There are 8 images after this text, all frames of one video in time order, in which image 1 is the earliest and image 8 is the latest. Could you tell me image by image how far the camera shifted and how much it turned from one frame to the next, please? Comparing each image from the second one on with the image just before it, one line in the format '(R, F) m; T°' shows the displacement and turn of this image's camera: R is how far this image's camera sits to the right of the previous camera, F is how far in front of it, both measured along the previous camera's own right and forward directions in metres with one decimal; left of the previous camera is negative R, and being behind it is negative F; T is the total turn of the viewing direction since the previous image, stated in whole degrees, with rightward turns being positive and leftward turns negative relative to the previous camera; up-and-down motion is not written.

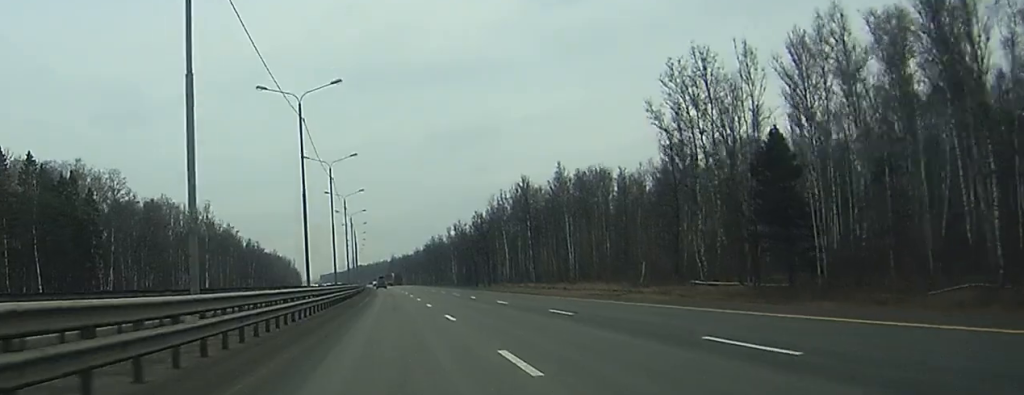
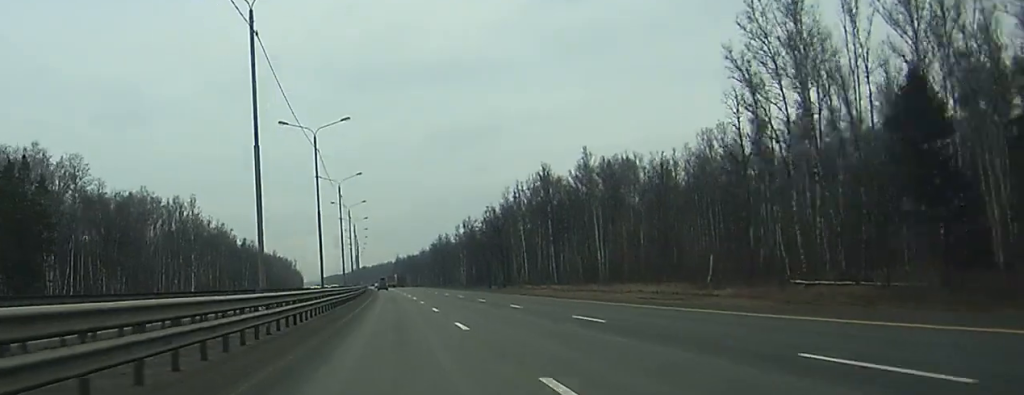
(-0.1, +20.7) m; 0°
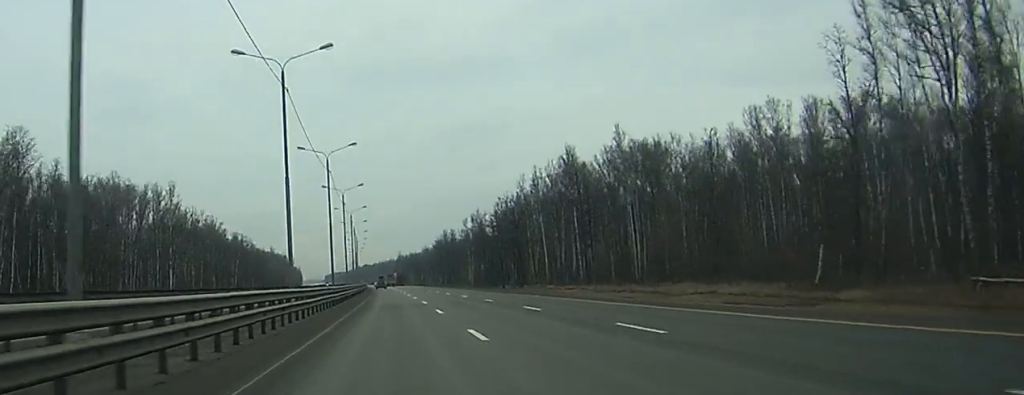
(+0.1, +20.7) m; 0°
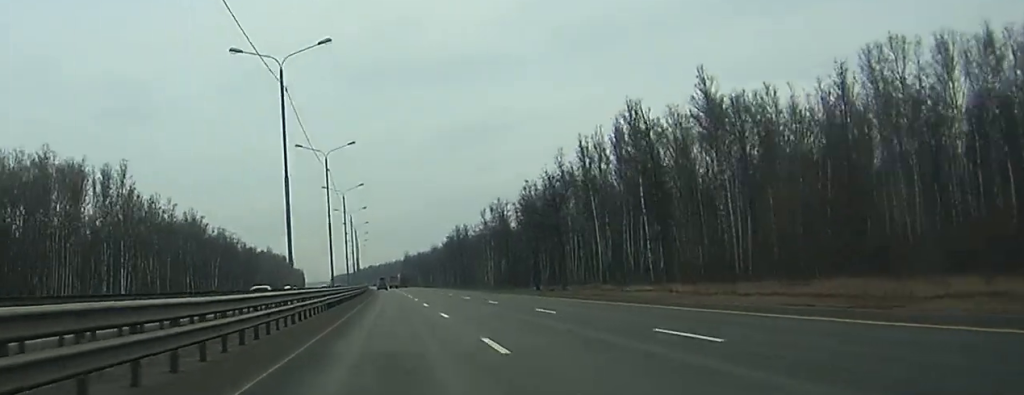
(-0.3, +35.4) m; 0°
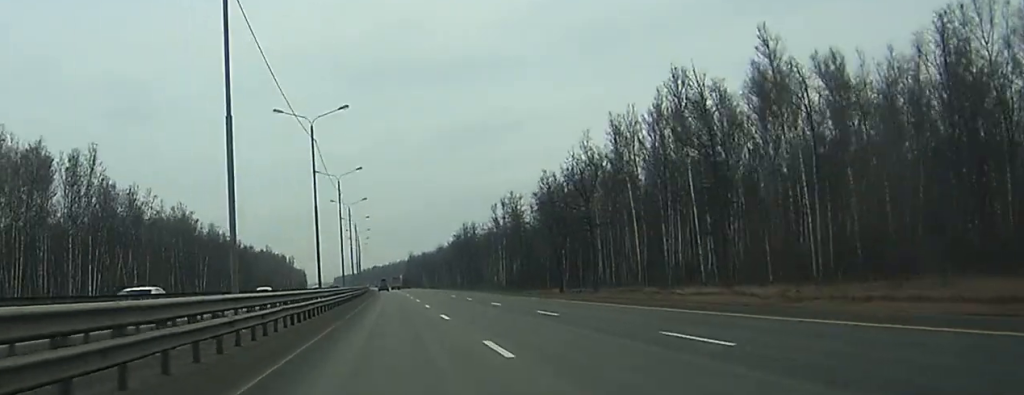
(0.0, +15.9) m; 0°
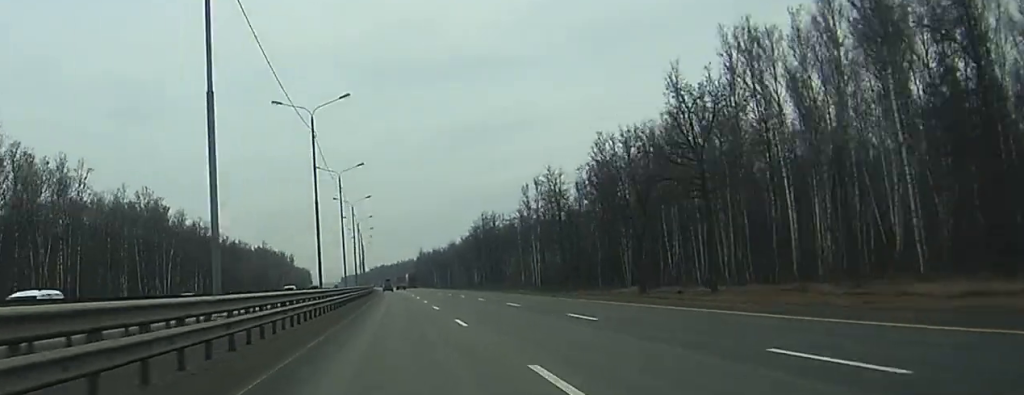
(0.0, +38.1) m; 0°
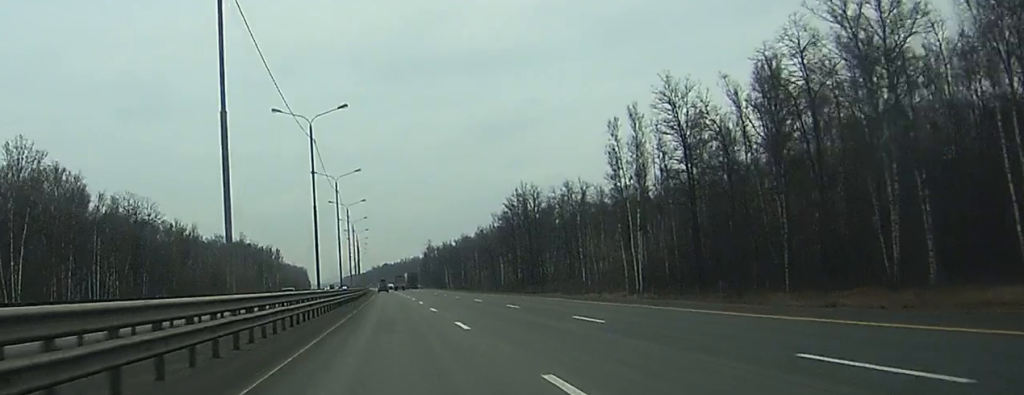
(-0.2, +65.5) m; 0°
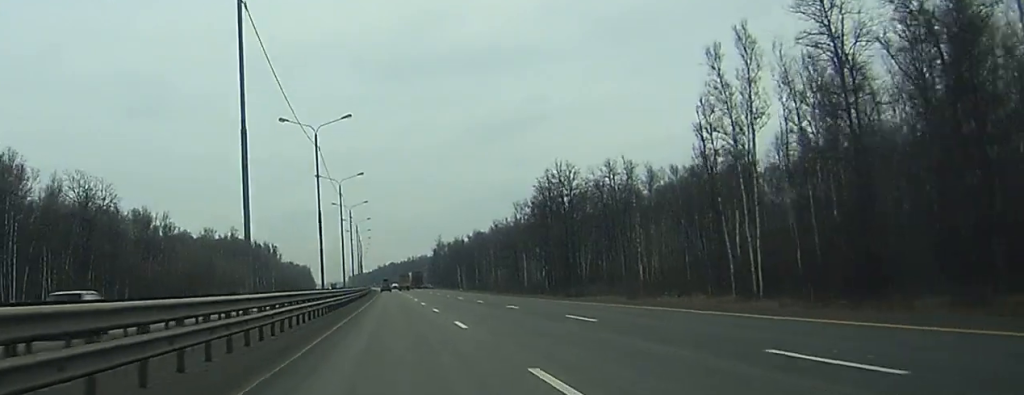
(0.0, +31.0) m; 0°
